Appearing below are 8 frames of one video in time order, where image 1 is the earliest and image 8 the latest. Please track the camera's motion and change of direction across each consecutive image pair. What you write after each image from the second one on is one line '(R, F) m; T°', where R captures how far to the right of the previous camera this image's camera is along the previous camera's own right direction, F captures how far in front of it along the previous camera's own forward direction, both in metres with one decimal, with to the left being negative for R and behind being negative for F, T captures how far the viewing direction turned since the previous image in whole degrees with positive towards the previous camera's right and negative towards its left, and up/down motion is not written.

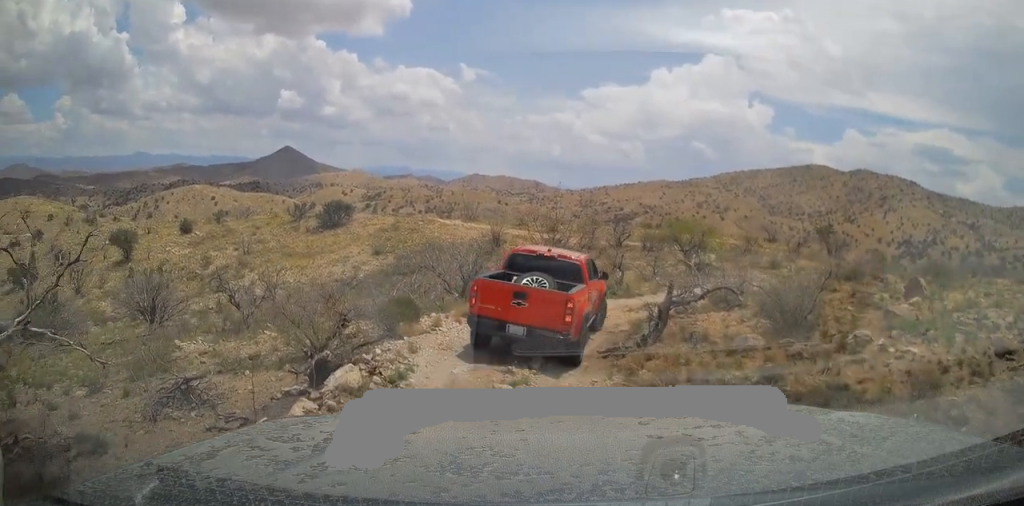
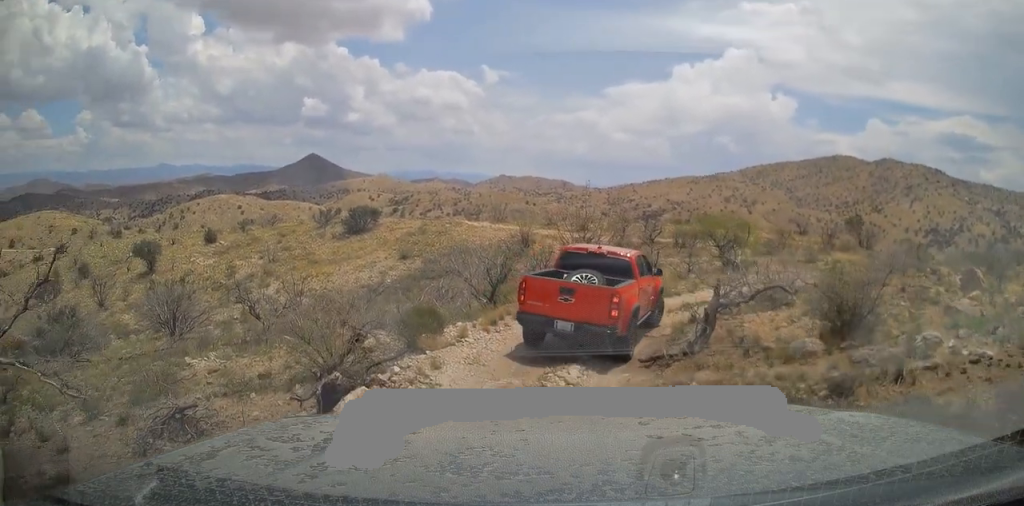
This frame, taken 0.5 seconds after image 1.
(0.0, +0.9) m; 0°
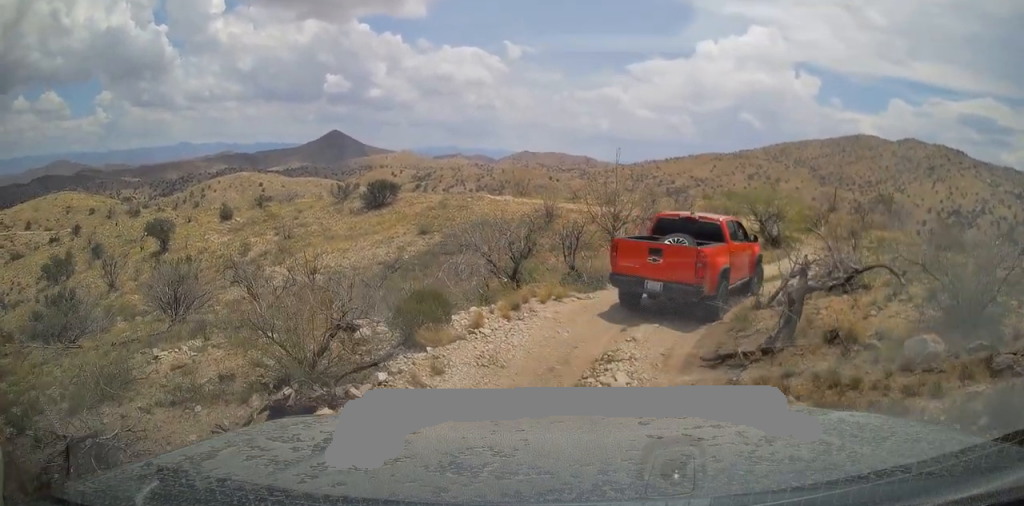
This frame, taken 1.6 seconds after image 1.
(+0.1, +2.1) m; +4°
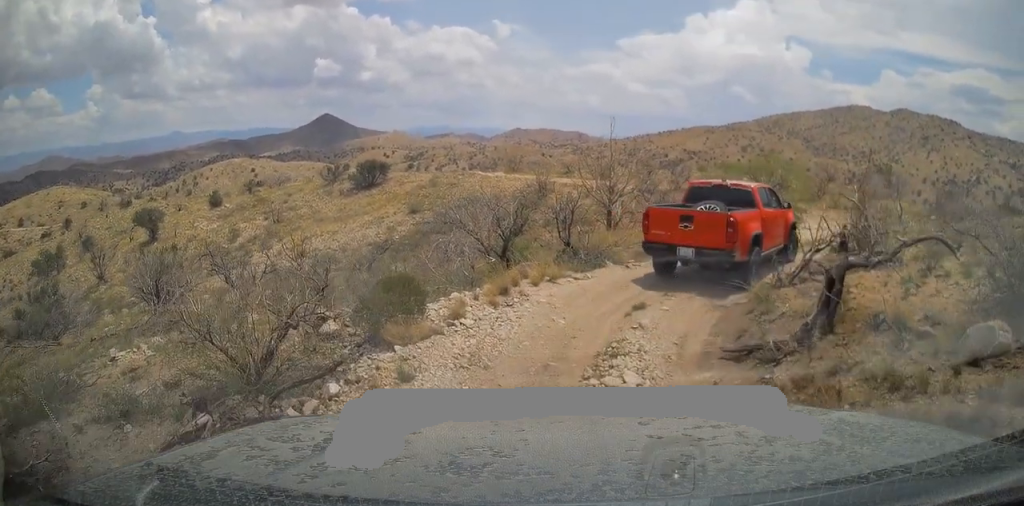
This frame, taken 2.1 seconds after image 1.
(+0.1, +1.1) m; 0°
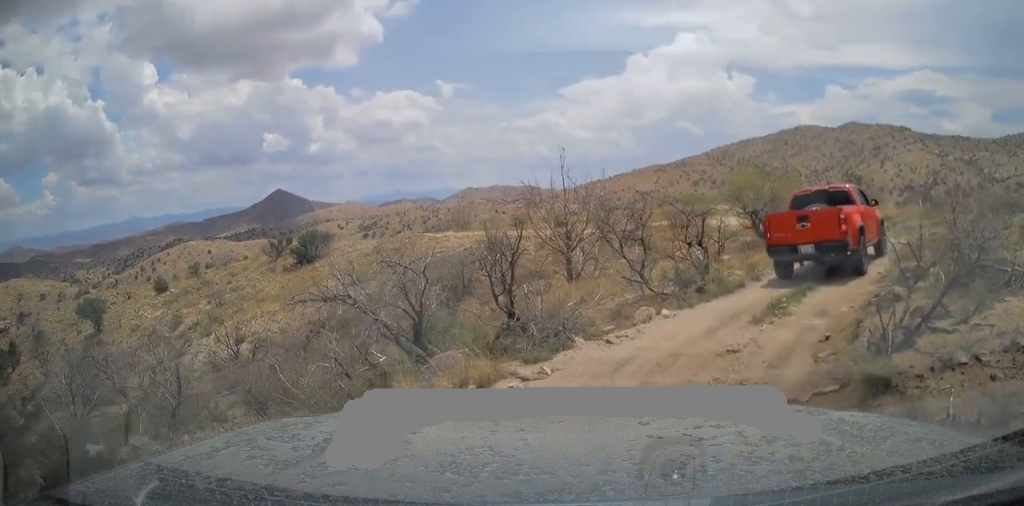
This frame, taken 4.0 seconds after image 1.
(-0.1, +3.9) m; +2°
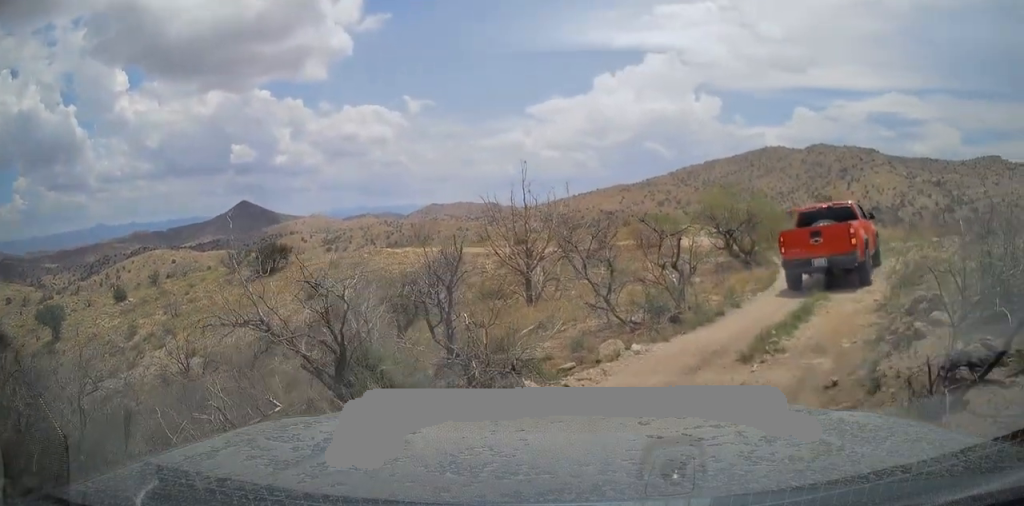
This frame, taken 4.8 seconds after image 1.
(+0.1, +1.7) m; +11°
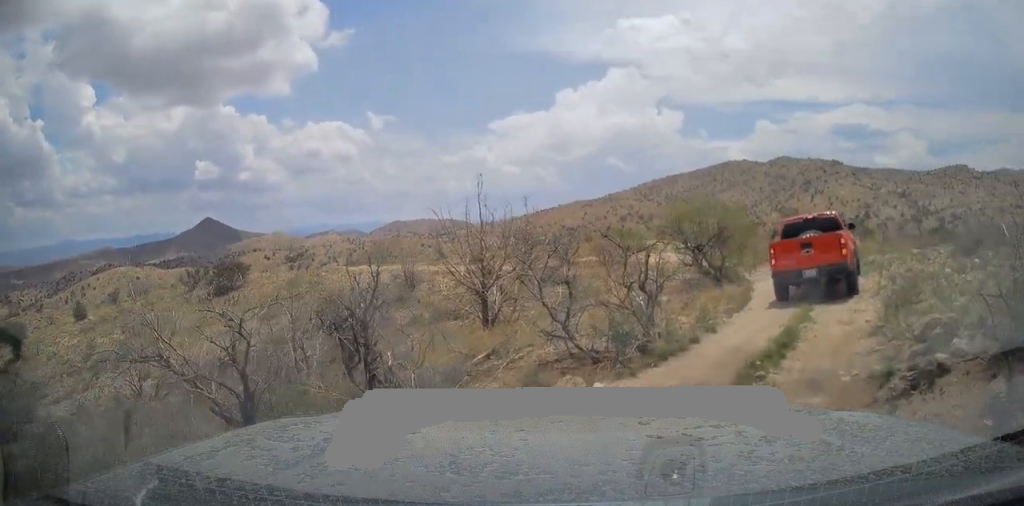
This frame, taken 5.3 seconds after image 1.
(0.0, +1.2) m; +11°
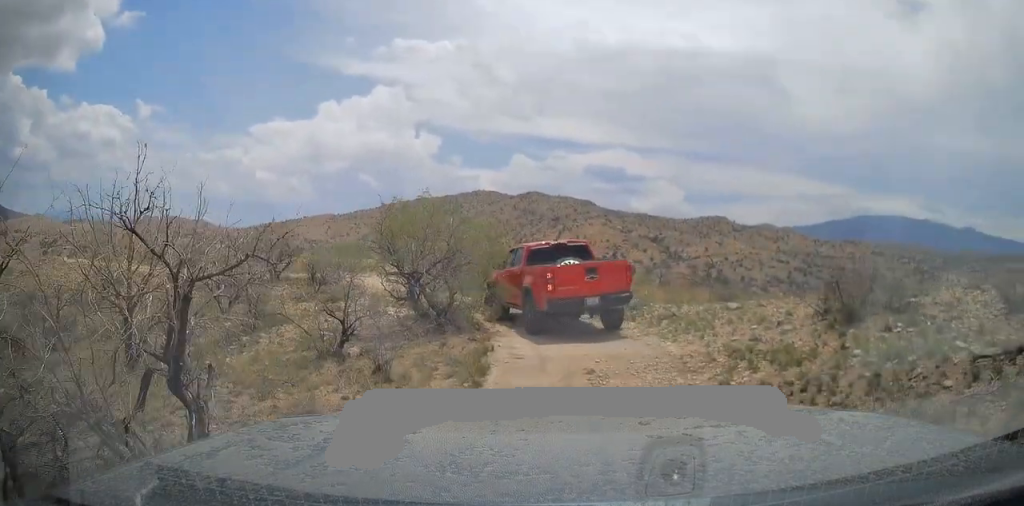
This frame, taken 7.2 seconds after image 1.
(+0.8, +5.5) m; +14°
